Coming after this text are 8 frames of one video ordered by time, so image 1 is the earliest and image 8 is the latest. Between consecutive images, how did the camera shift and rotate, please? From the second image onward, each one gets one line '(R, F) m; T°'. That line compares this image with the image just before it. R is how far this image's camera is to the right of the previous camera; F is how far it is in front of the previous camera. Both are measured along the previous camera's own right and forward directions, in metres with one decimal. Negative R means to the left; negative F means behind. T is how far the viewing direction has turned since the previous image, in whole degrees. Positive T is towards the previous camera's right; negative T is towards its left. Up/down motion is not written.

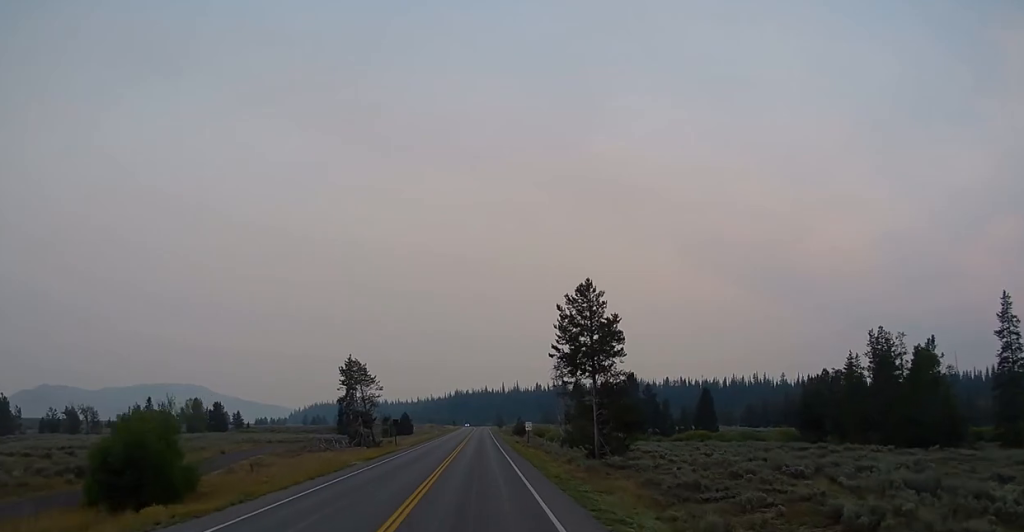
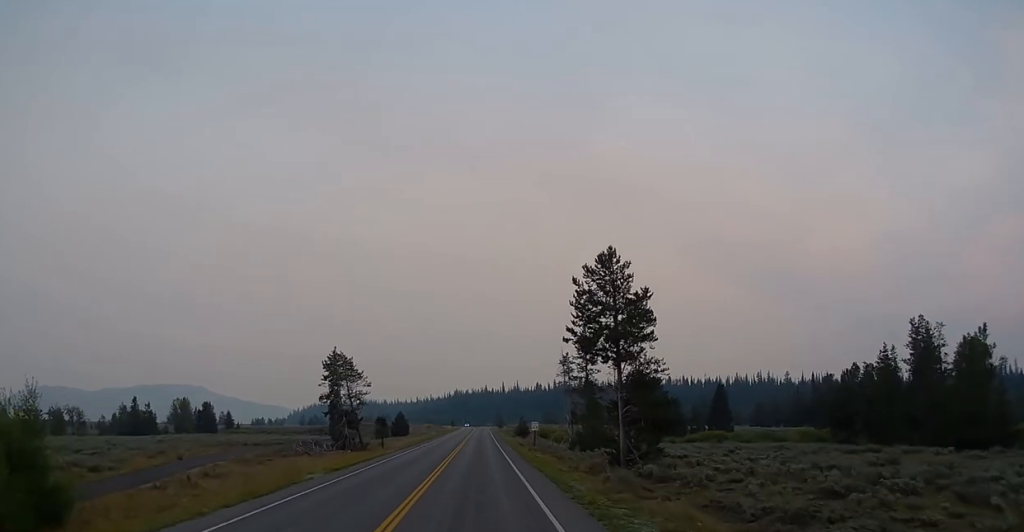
(+0.2, +9.5) m; 0°
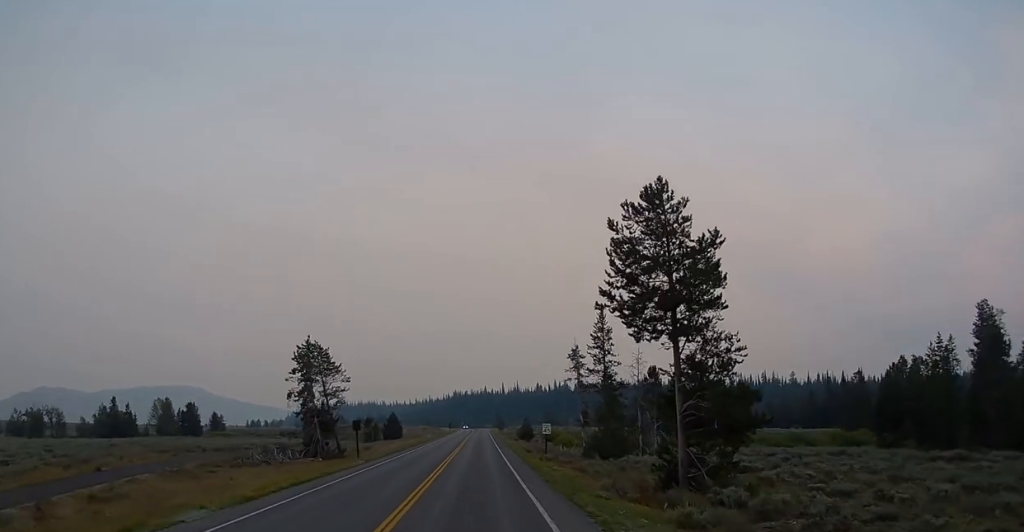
(0.0, +12.4) m; 0°
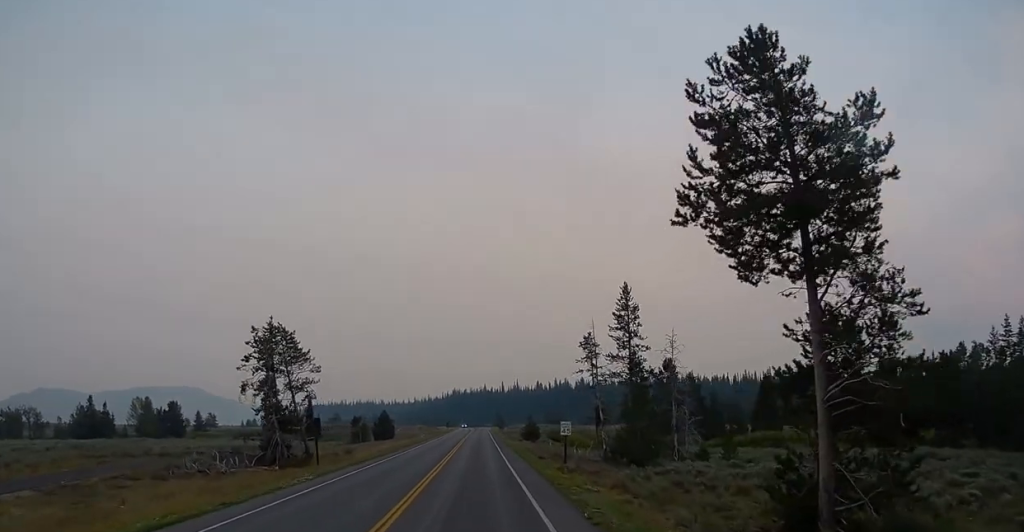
(-0.2, +12.0) m; 0°
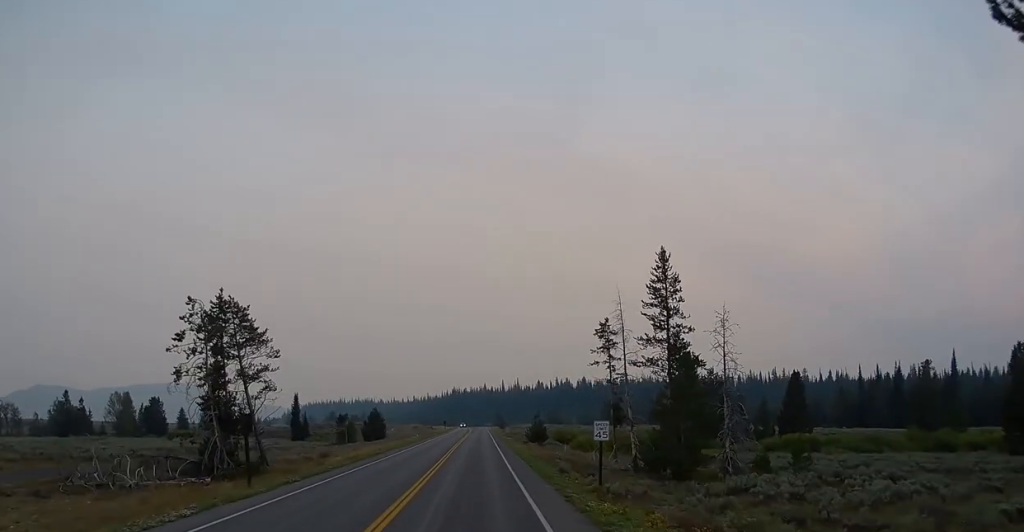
(+0.3, +11.3) m; 0°
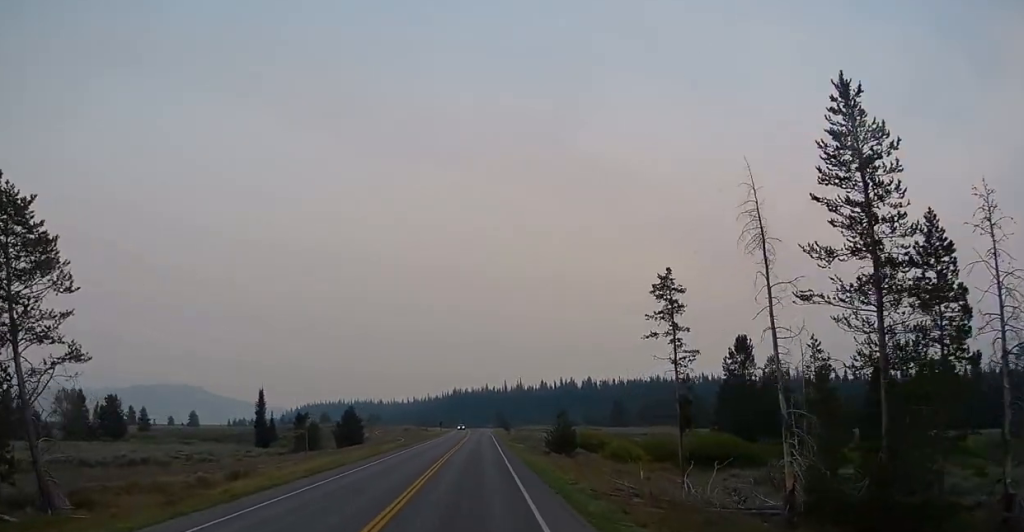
(-0.2, +23.8) m; -1°
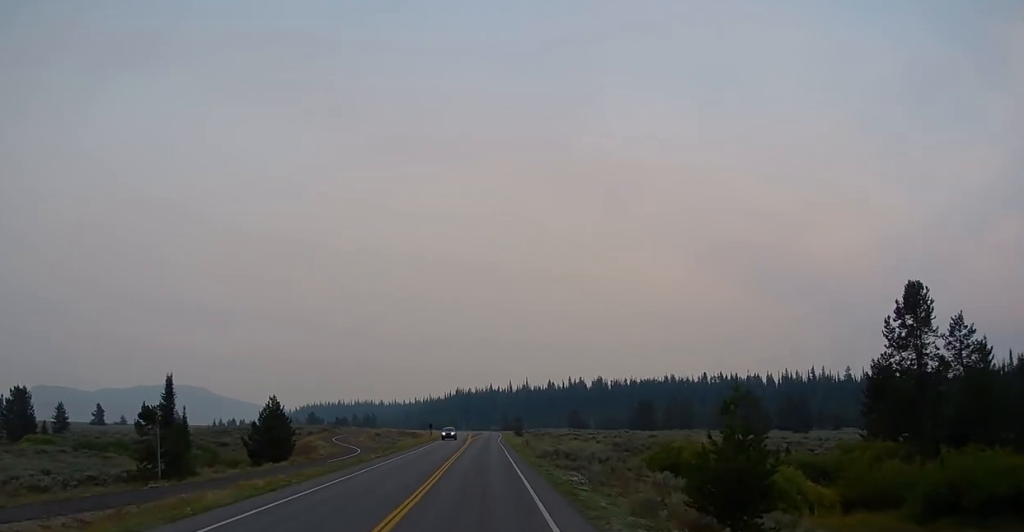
(-0.1, +39.1) m; -1°
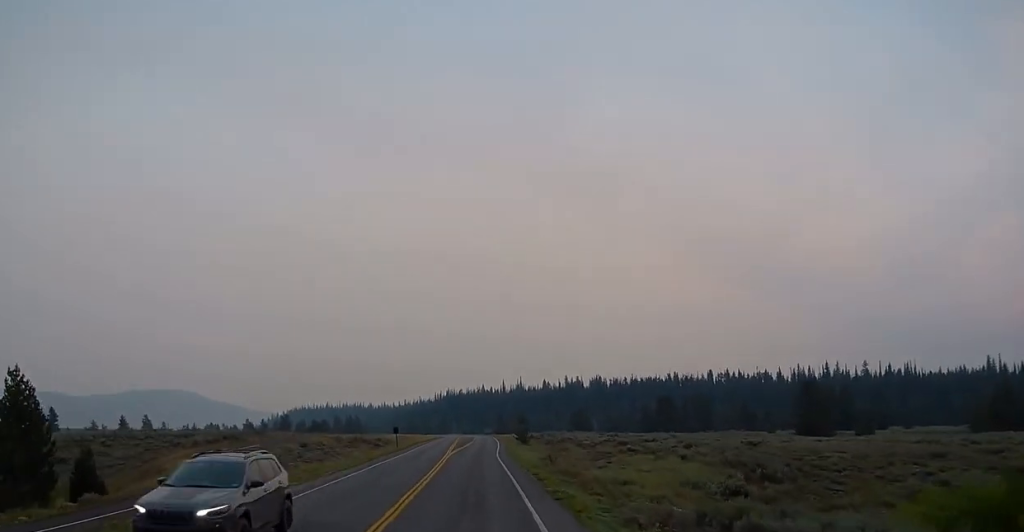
(0.0, +35.1) m; +1°
